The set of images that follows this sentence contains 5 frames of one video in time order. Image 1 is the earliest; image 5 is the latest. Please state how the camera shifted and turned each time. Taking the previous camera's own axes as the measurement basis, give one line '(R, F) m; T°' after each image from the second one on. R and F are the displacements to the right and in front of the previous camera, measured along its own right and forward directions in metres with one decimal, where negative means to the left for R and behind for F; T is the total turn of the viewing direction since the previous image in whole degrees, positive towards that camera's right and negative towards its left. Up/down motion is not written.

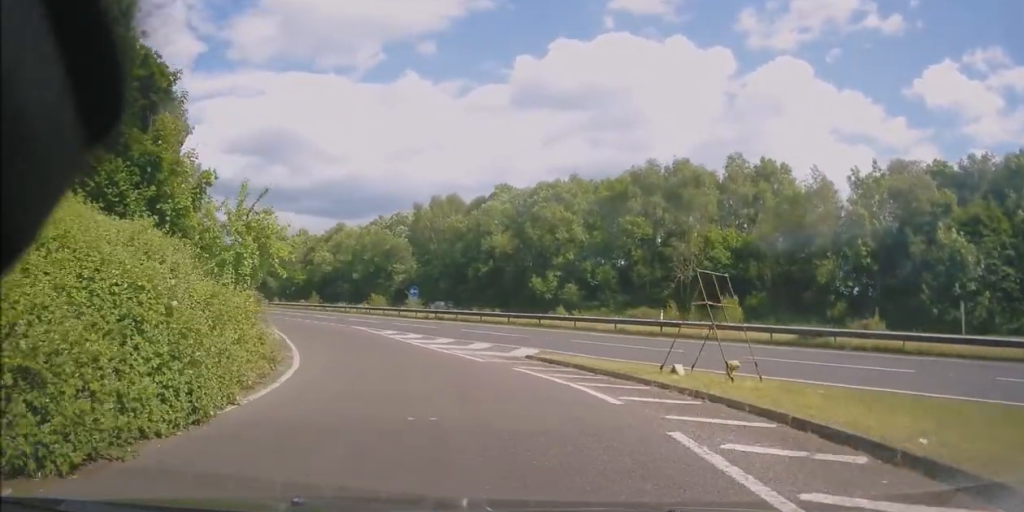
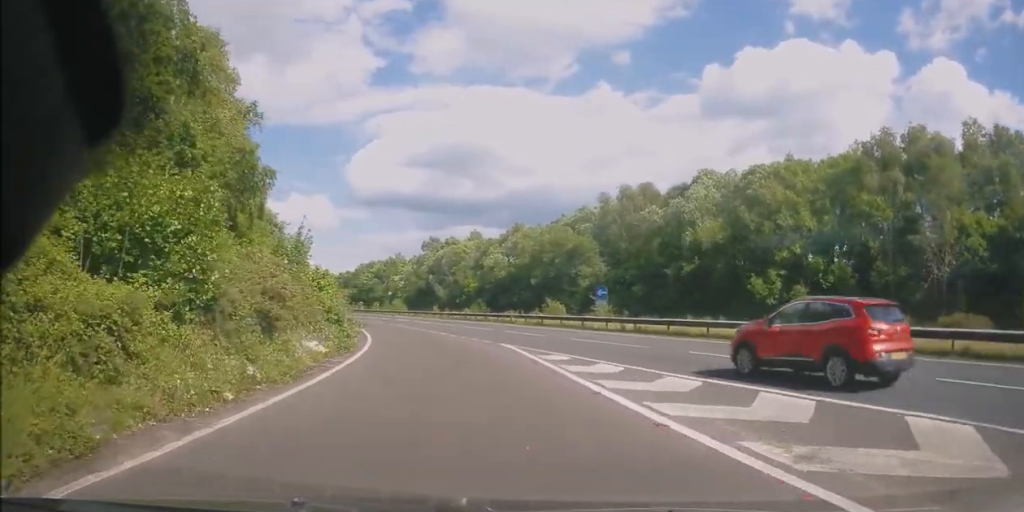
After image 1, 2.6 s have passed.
(-1.6, +17.1) m; -17°
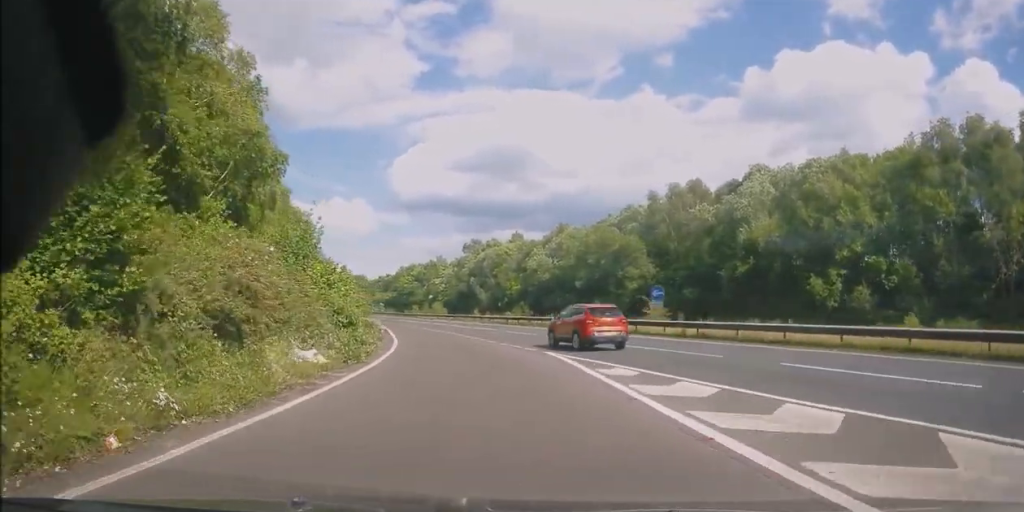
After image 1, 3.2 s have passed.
(-0.6, +4.2) m; -3°
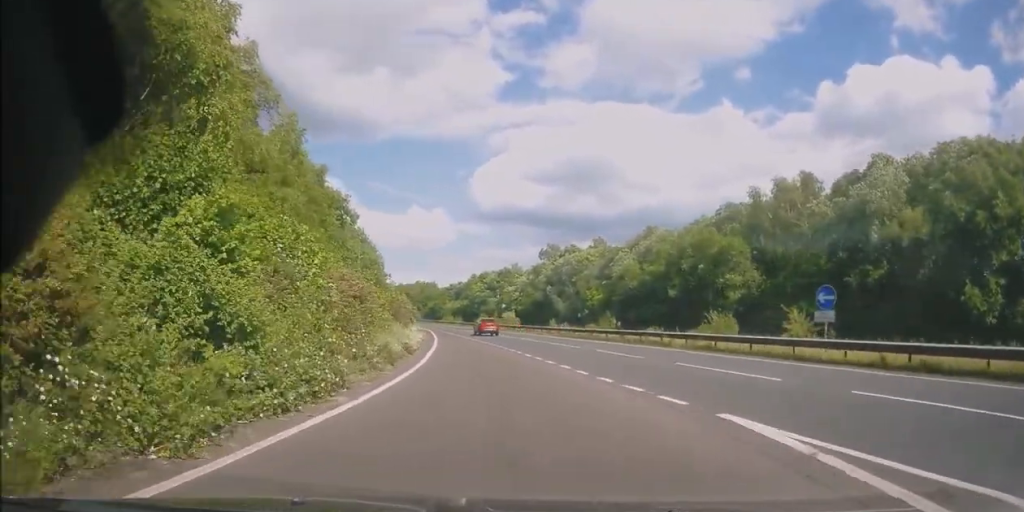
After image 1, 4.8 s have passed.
(-0.1, +13.0) m; -1°
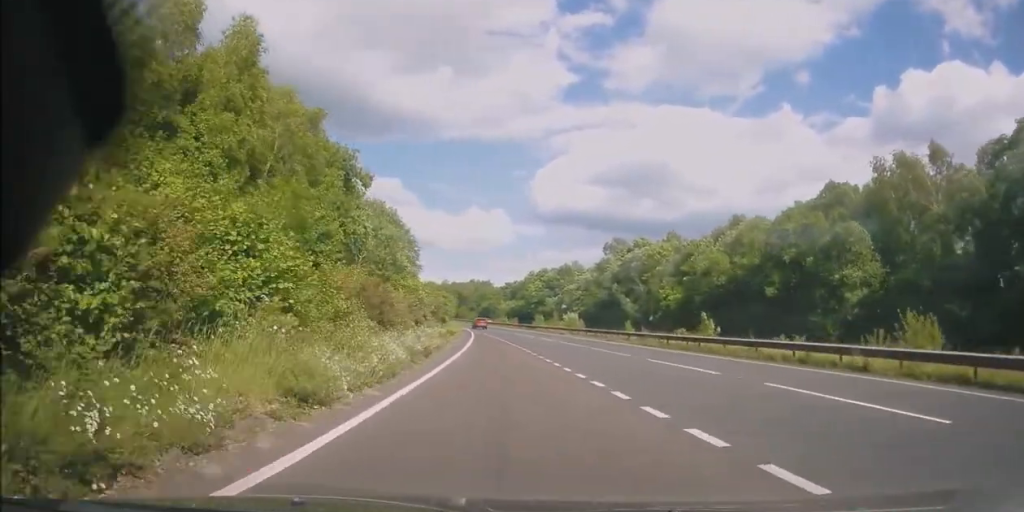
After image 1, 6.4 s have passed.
(-1.0, +16.0) m; -5°
